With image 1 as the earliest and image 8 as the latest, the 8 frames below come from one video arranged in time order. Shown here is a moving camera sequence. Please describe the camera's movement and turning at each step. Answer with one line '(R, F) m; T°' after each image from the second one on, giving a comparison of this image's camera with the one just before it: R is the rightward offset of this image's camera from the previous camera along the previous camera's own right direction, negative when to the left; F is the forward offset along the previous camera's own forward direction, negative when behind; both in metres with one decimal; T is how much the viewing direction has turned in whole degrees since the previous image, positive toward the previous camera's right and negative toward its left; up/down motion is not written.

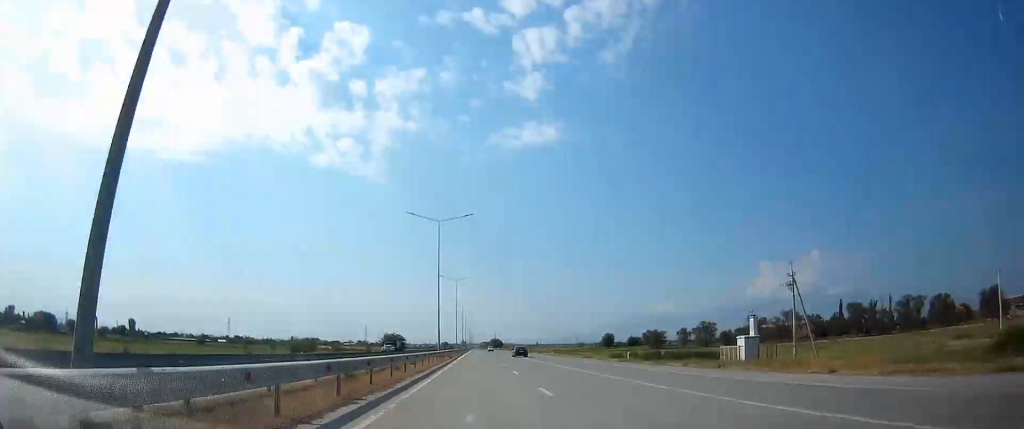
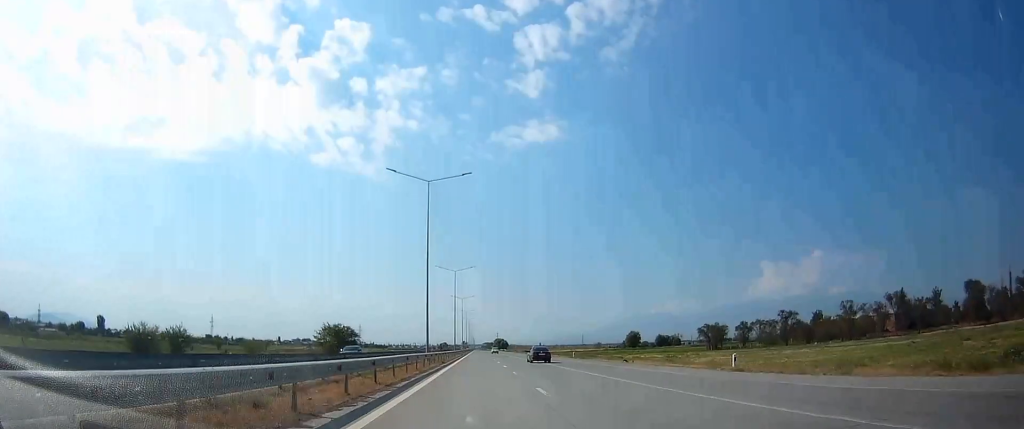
(+0.1, +70.8) m; 0°
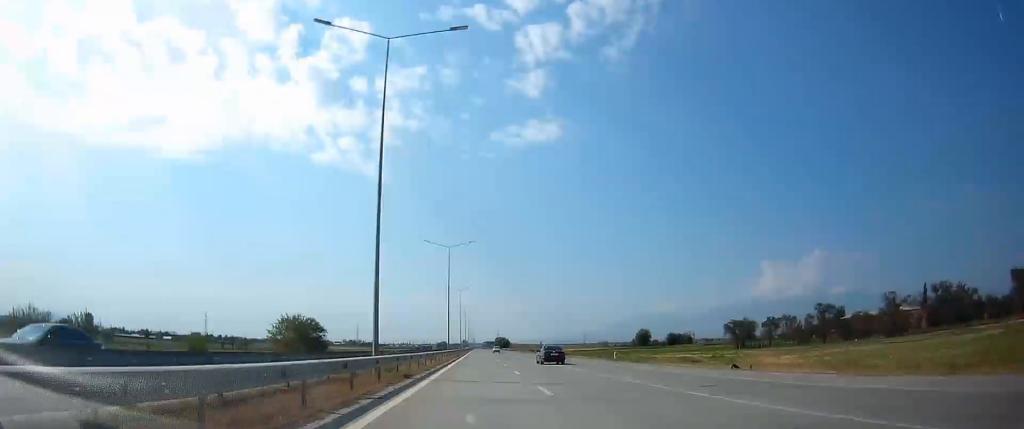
(+0.1, +23.5) m; 0°
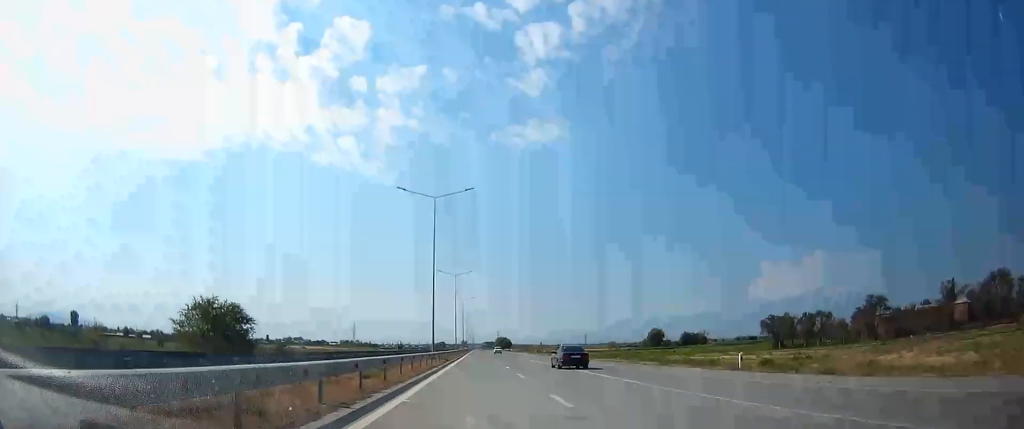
(0.0, +27.0) m; 0°
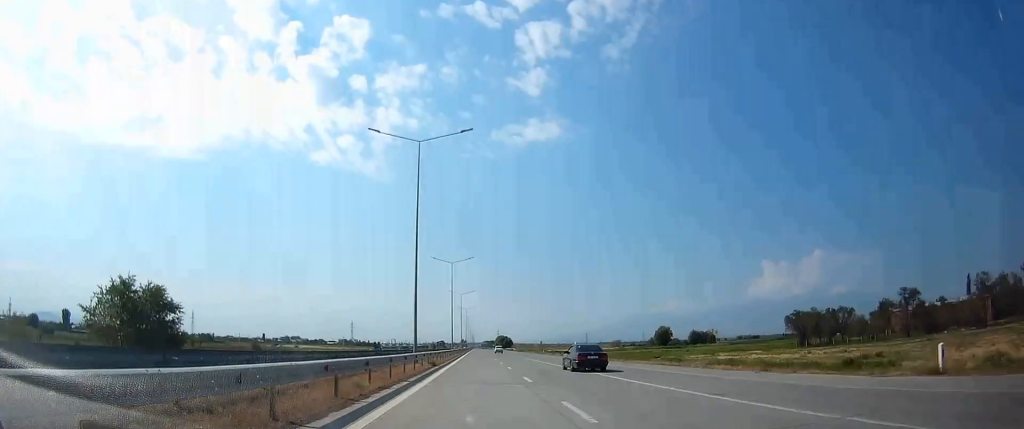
(0.0, +14.7) m; 0°
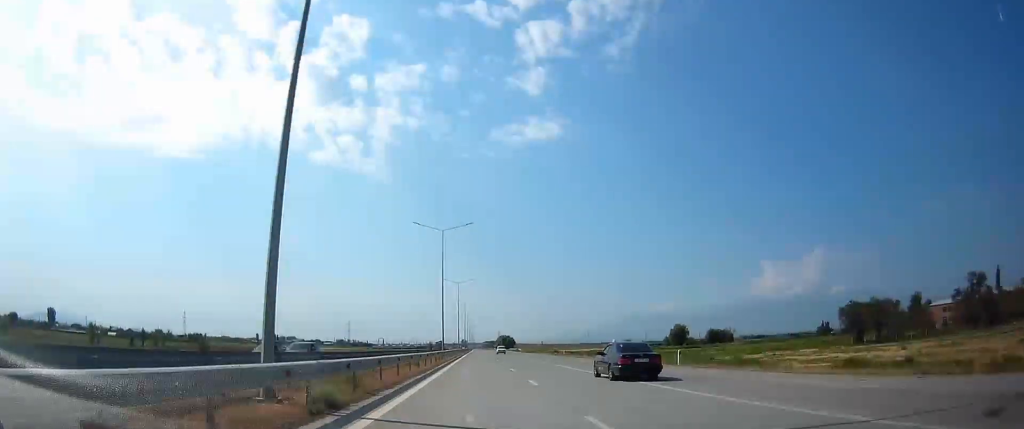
(-0.1, +26.0) m; 0°
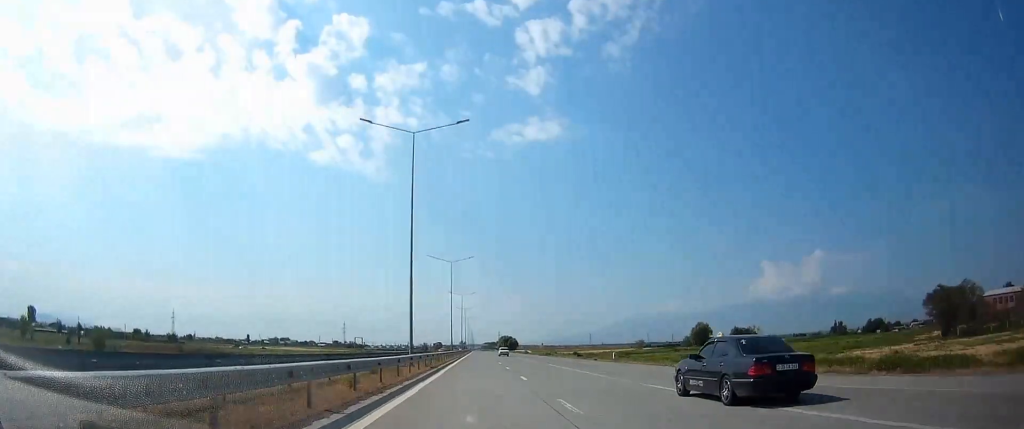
(+0.2, +32.0) m; 0°
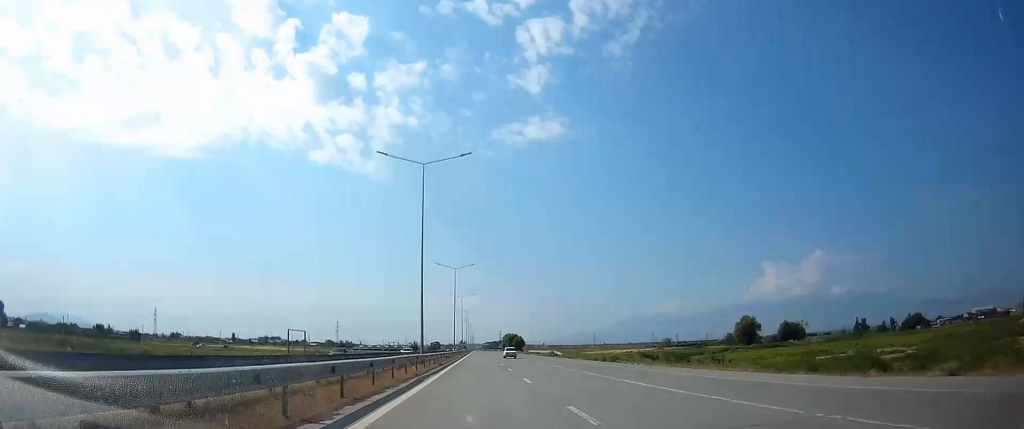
(-0.7, +49.3) m; -1°
